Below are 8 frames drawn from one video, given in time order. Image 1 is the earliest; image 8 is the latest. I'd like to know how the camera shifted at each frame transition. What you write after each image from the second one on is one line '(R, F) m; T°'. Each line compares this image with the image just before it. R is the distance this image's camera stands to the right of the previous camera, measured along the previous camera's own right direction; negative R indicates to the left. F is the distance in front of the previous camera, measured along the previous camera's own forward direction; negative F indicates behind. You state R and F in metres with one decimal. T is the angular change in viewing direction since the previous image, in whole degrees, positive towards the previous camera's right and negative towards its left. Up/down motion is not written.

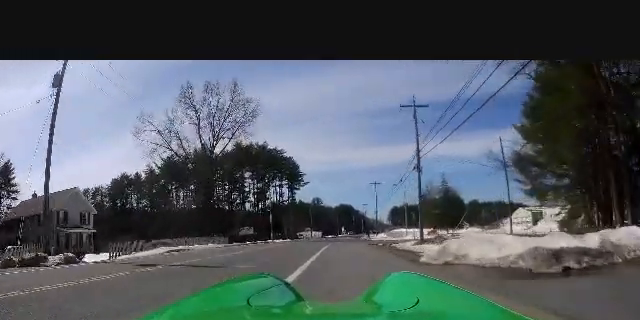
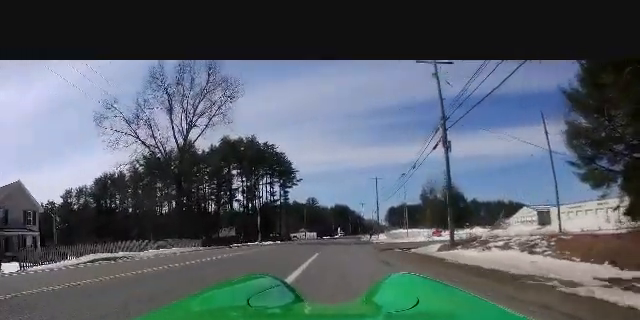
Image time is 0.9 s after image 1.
(+0.1, +8.4) m; 0°
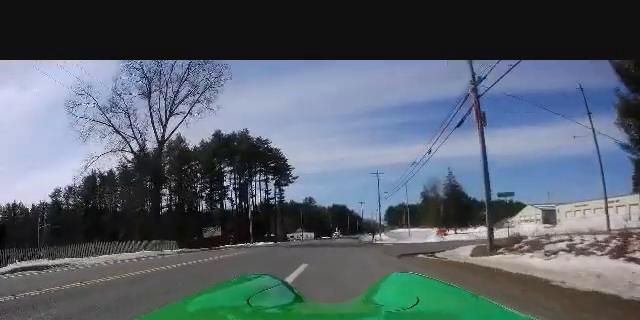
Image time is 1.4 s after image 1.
(-0.1, +5.4) m; 0°
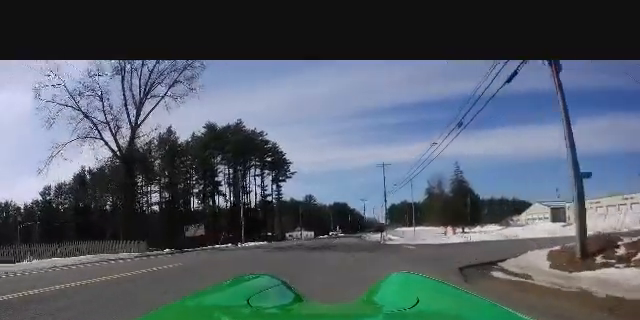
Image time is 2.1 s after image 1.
(0.0, +6.0) m; 0°
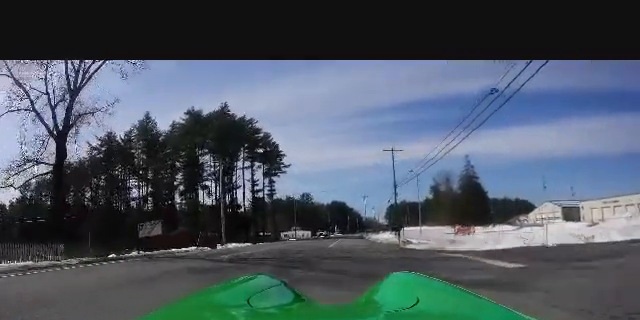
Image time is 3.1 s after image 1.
(0.0, +9.5) m; 0°
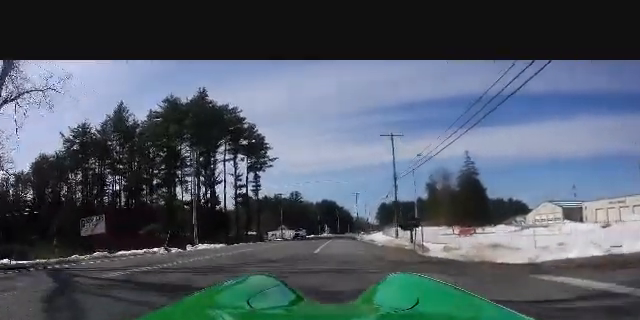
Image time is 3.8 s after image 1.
(0.0, +6.8) m; +1°
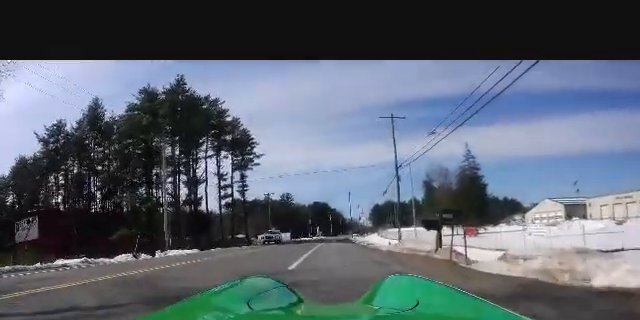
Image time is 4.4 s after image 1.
(+0.1, +5.9) m; 0°
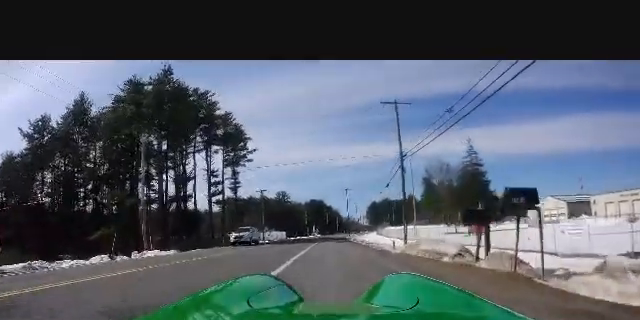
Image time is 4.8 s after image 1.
(0.0, +4.0) m; 0°
